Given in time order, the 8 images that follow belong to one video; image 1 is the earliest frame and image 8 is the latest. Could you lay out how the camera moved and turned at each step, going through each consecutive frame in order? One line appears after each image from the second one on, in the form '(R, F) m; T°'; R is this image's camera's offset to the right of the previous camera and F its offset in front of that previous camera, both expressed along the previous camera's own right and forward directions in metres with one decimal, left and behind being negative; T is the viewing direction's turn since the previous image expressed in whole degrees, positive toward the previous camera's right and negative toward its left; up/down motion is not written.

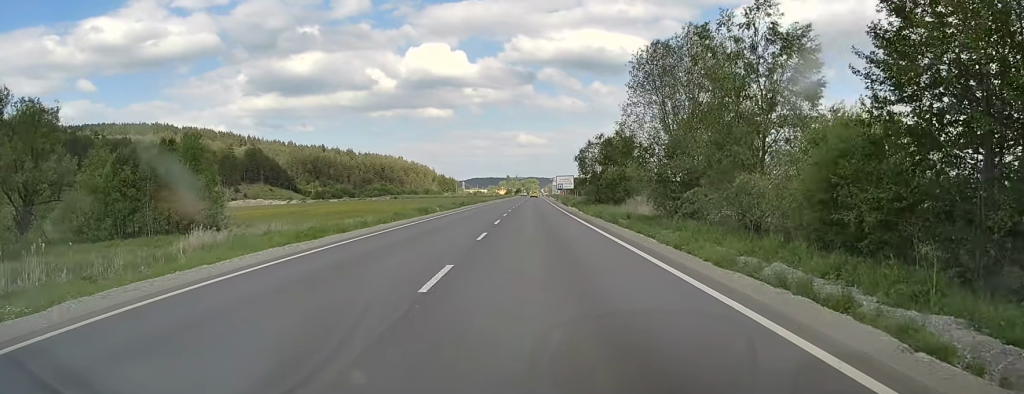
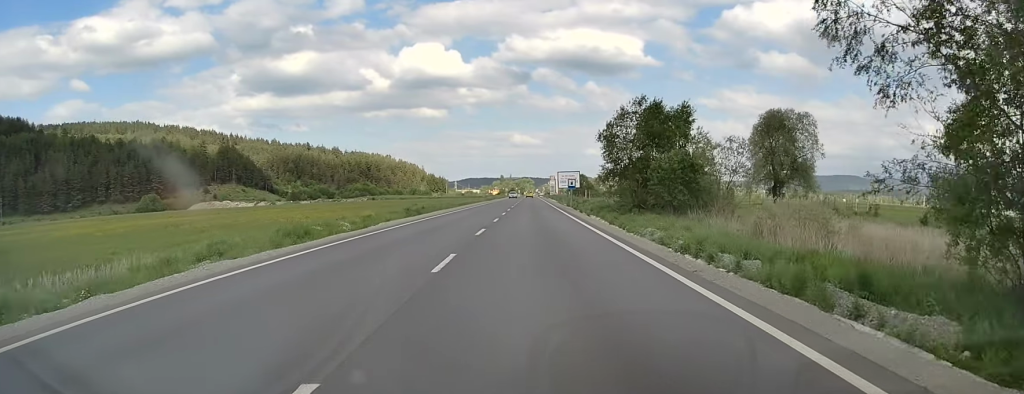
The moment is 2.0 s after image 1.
(0.0, +34.1) m; +1°
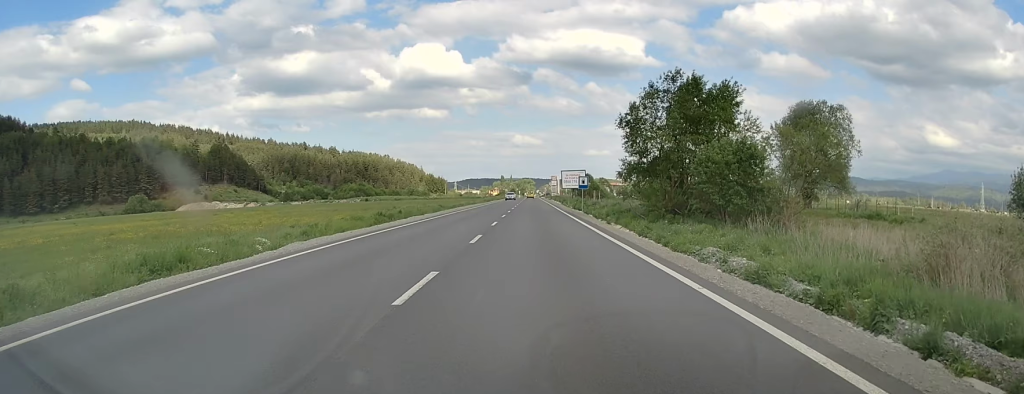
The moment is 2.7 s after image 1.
(+0.1, +12.0) m; +1°
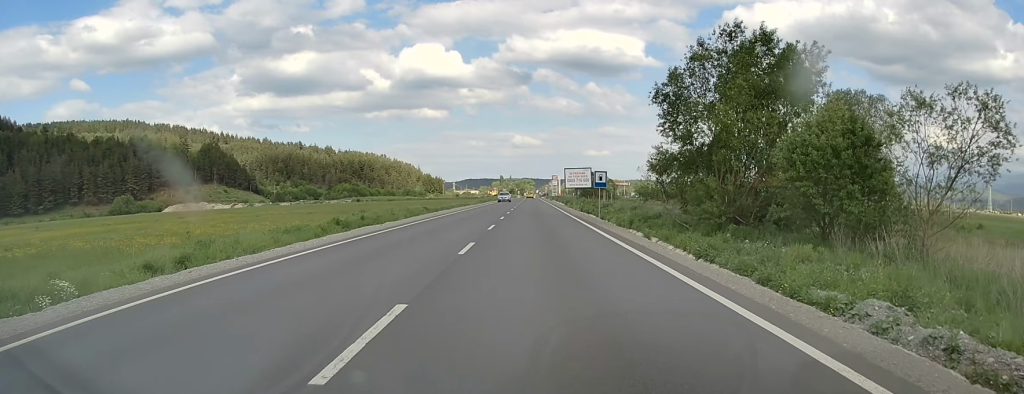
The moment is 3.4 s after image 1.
(+0.3, +12.1) m; 0°
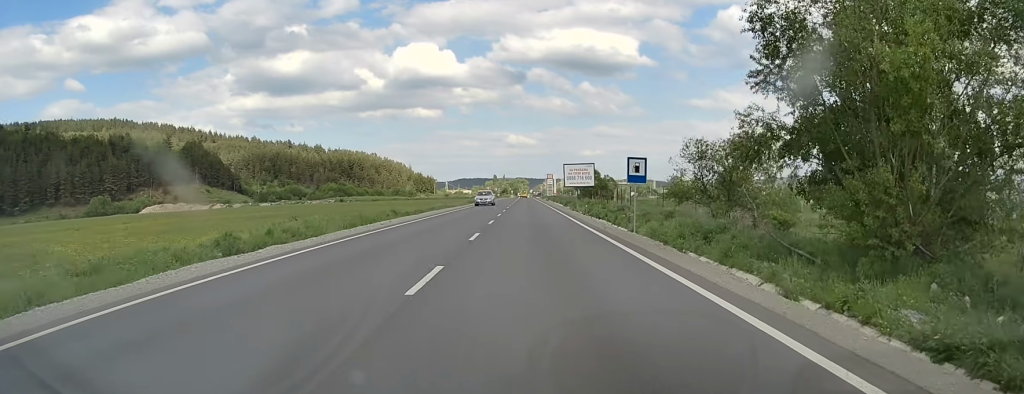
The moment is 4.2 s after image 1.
(-0.3, +14.4) m; -1°
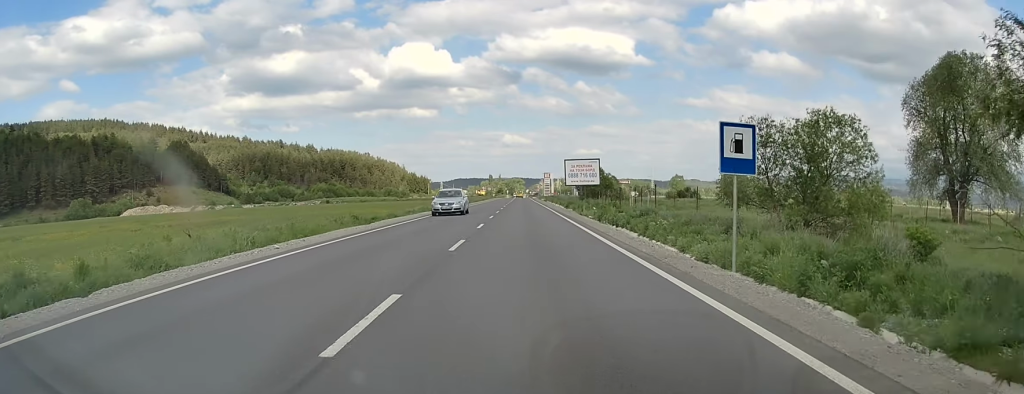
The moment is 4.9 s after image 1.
(-0.1, +12.1) m; 0°
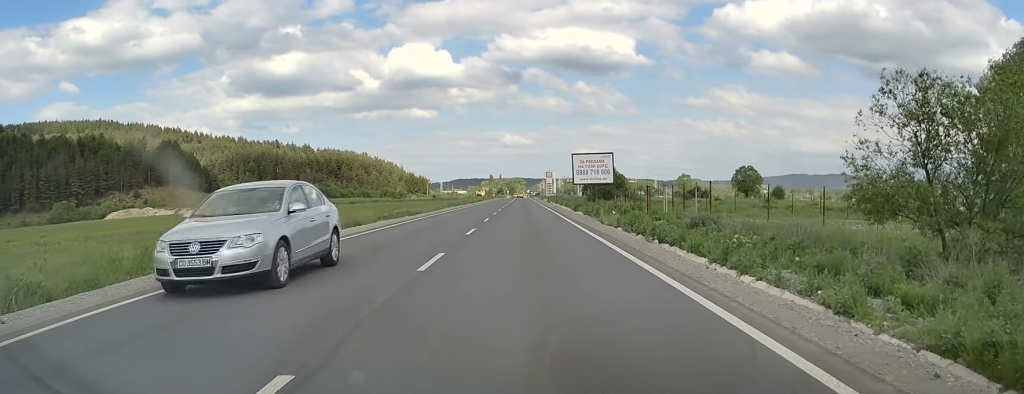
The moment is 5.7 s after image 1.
(0.0, +12.6) m; +1°
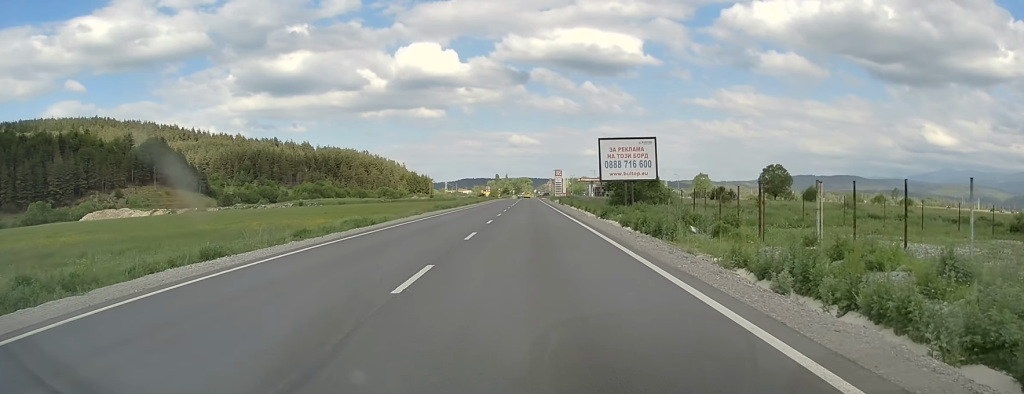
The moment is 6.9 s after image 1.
(+0.2, +20.6) m; 0°
